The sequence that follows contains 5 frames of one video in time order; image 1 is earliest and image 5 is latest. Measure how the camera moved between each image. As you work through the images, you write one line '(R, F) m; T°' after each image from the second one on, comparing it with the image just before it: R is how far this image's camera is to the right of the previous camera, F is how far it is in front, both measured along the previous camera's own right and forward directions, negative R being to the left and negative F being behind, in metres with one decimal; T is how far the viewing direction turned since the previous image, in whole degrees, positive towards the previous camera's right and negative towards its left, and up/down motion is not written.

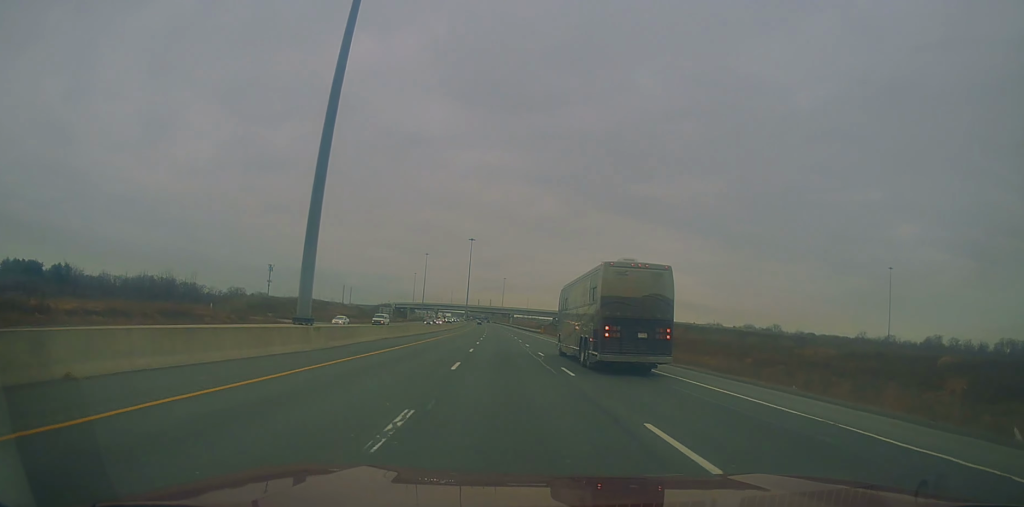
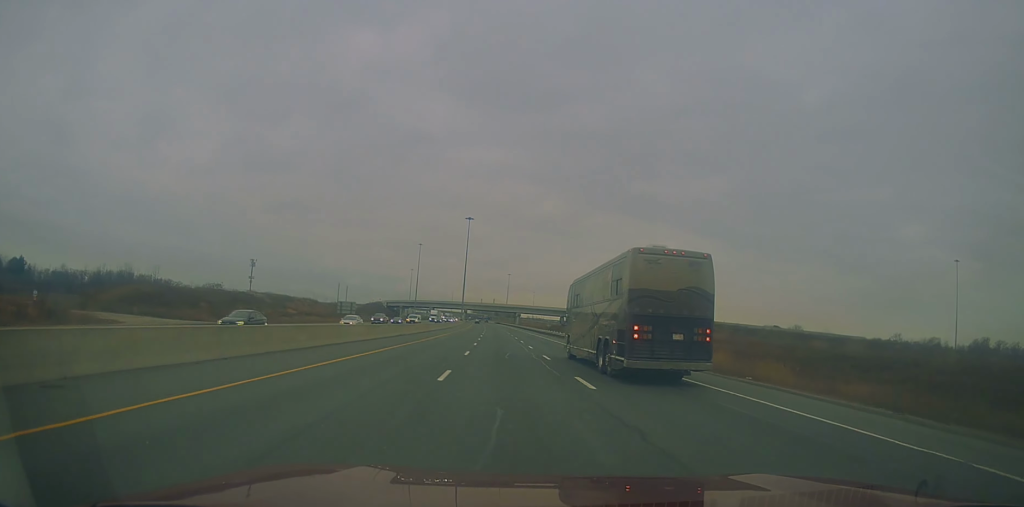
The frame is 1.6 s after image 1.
(-0.4, +52.3) m; +1°
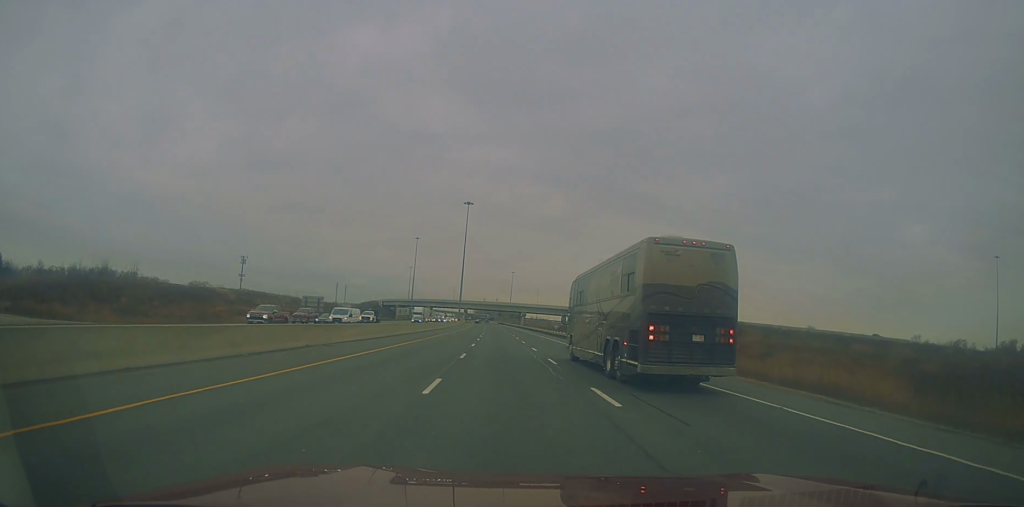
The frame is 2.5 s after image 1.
(0.0, +26.7) m; 0°
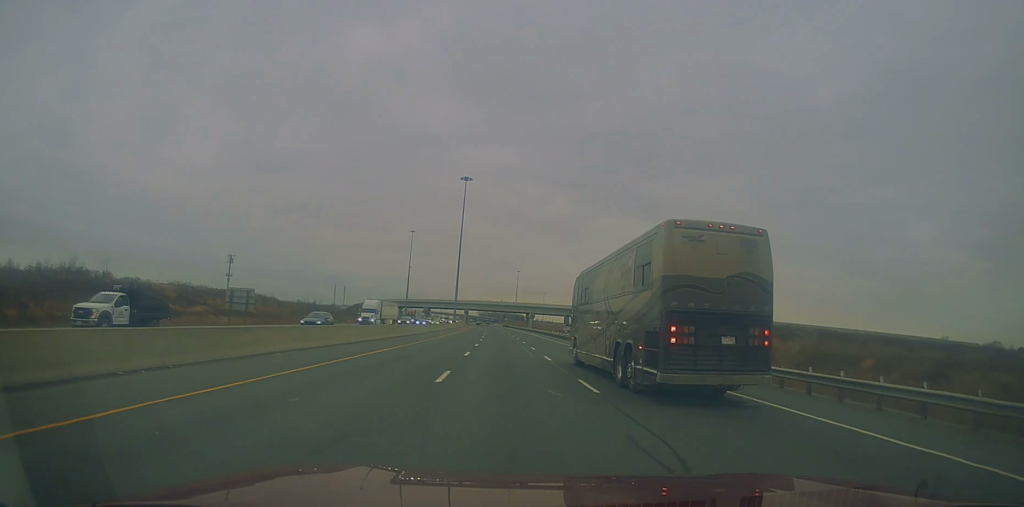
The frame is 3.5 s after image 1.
(-0.3, +33.1) m; -1°
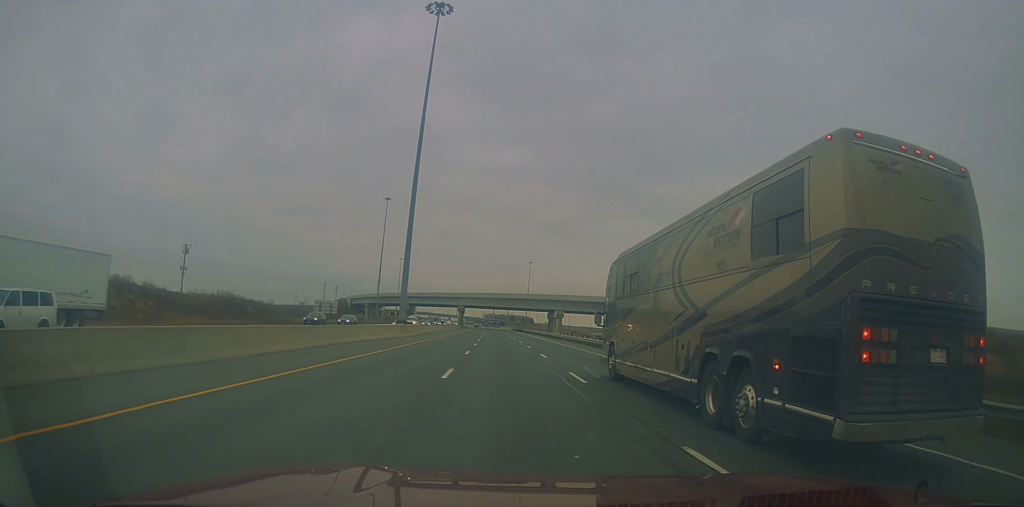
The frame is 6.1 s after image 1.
(-1.2, +83.4) m; 0°
